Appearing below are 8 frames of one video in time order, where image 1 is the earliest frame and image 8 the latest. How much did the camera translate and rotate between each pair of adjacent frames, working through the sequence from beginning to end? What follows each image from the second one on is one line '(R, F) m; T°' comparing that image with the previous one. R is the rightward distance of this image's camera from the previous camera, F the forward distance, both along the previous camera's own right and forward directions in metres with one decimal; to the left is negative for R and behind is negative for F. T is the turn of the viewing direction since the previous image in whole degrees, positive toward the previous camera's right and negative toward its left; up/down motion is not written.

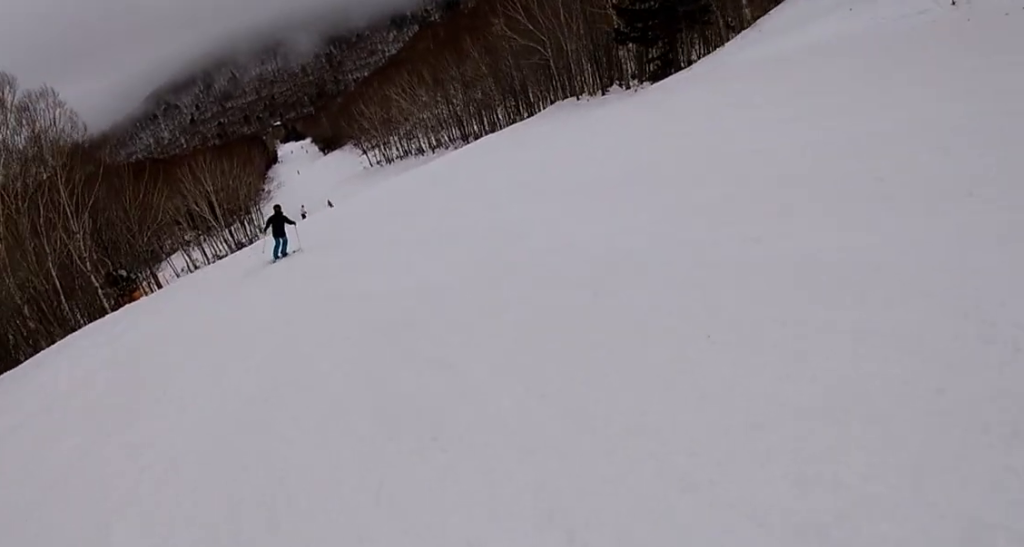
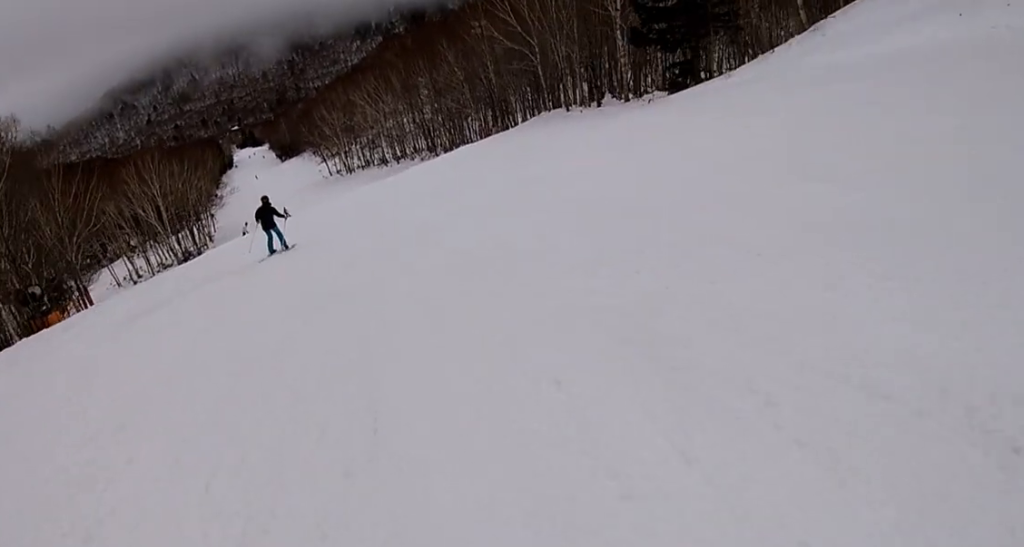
(+0.2, +6.0) m; -2°
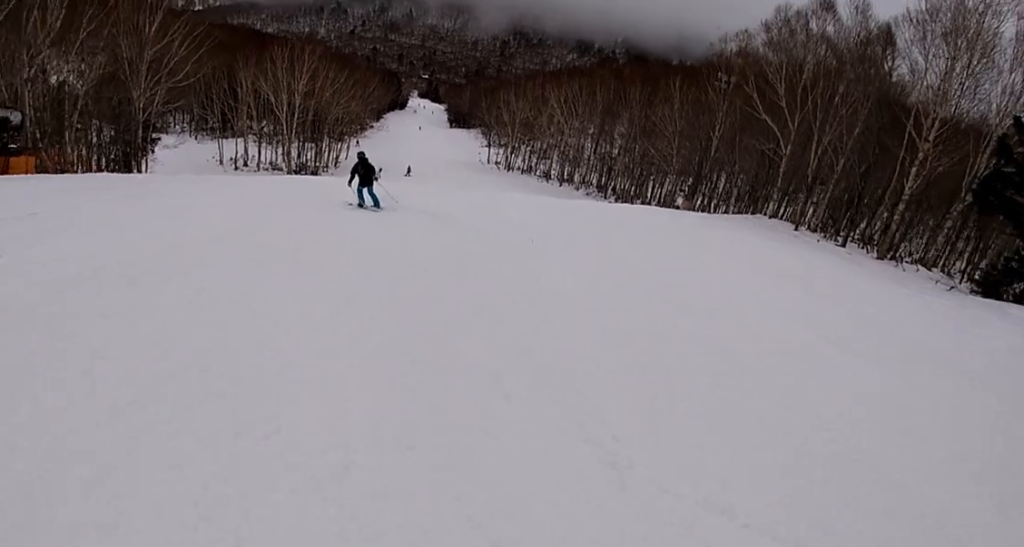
(-1.0, +10.9) m; -10°
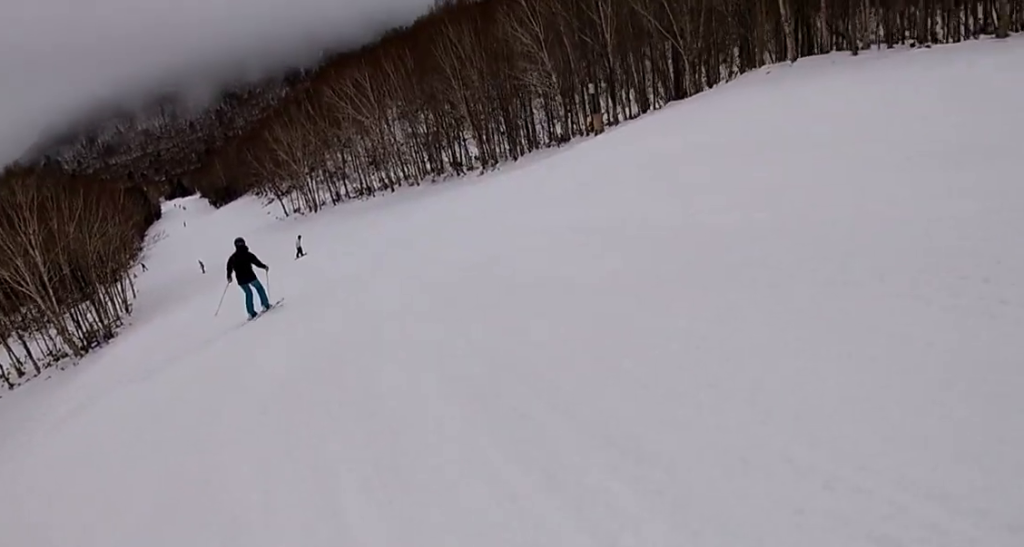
(+4.9, +18.7) m; +17°
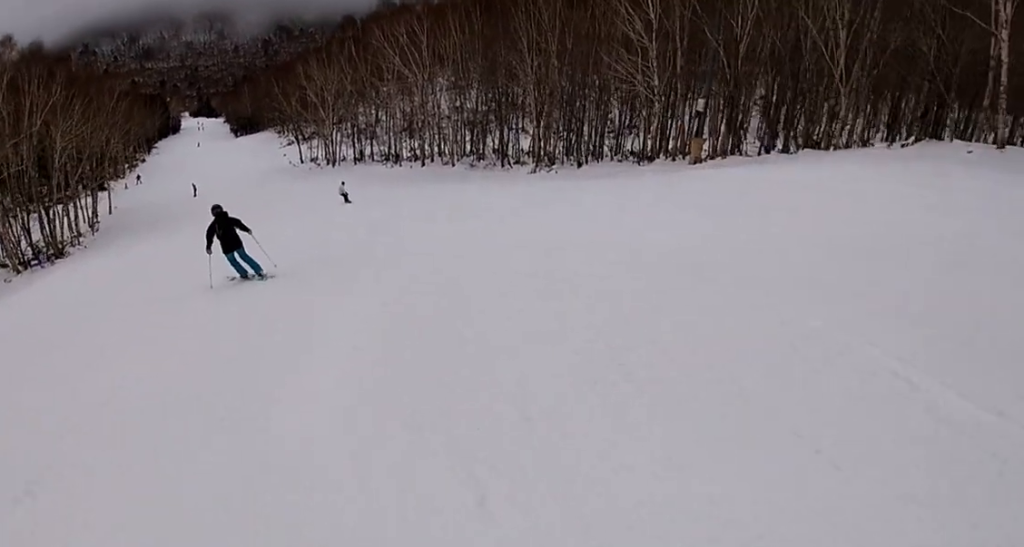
(-2.8, +8.8) m; -11°
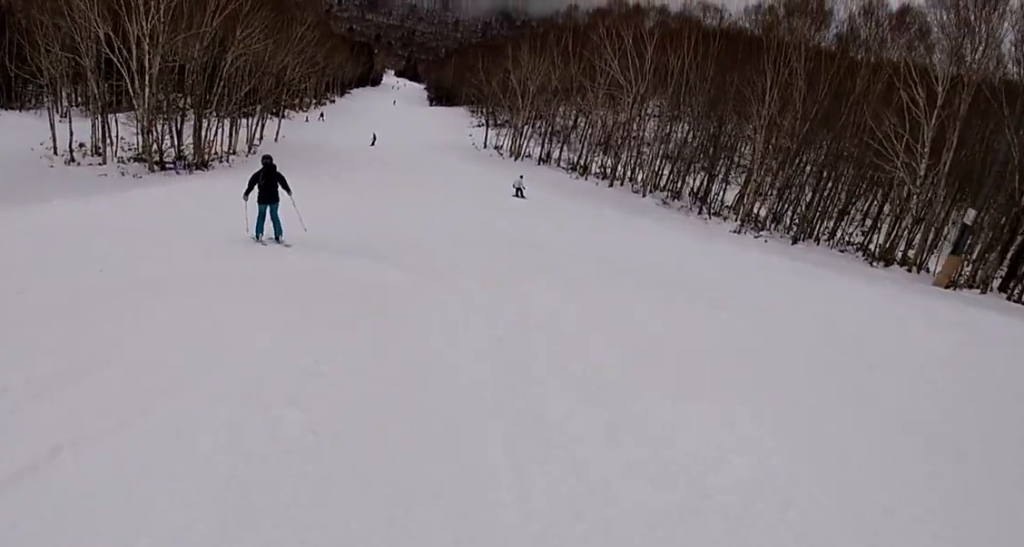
(+0.8, +6.2) m; -1°
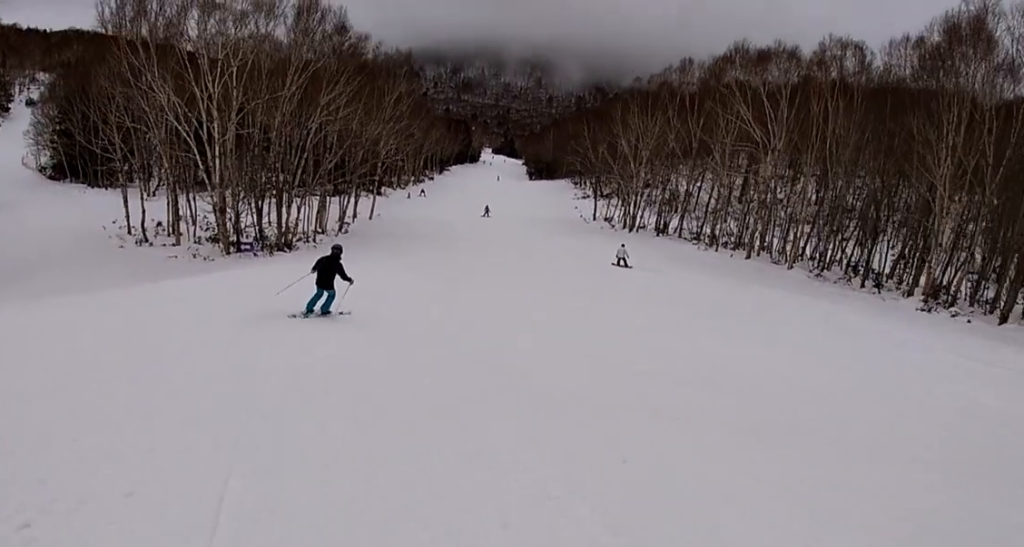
(-0.4, +7.0) m; 0°
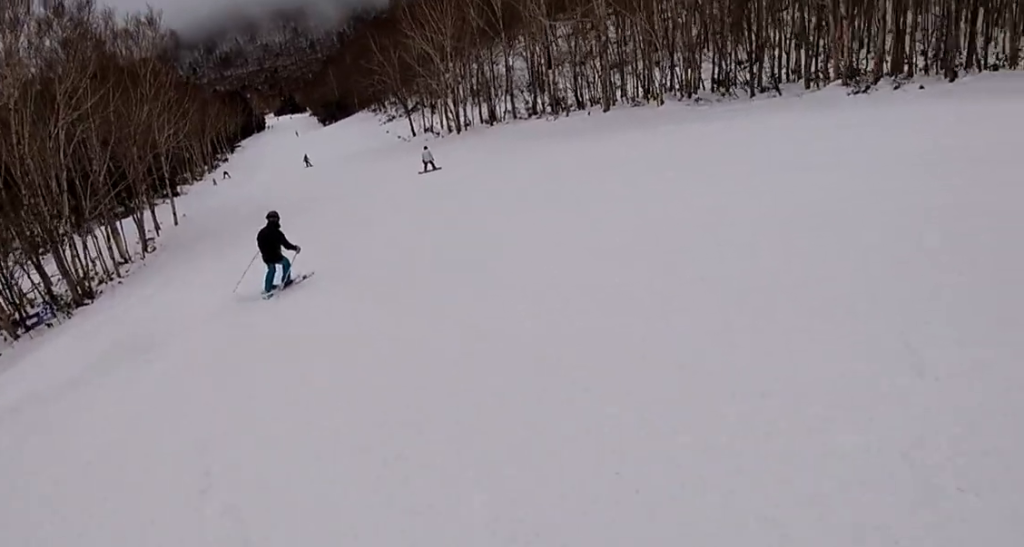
(0.0, +7.5) m; 0°
